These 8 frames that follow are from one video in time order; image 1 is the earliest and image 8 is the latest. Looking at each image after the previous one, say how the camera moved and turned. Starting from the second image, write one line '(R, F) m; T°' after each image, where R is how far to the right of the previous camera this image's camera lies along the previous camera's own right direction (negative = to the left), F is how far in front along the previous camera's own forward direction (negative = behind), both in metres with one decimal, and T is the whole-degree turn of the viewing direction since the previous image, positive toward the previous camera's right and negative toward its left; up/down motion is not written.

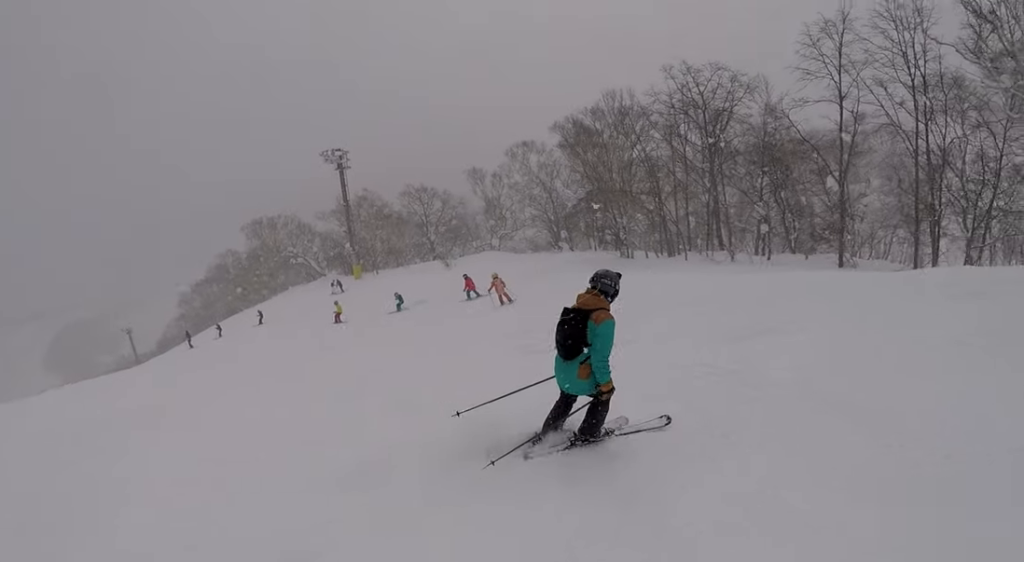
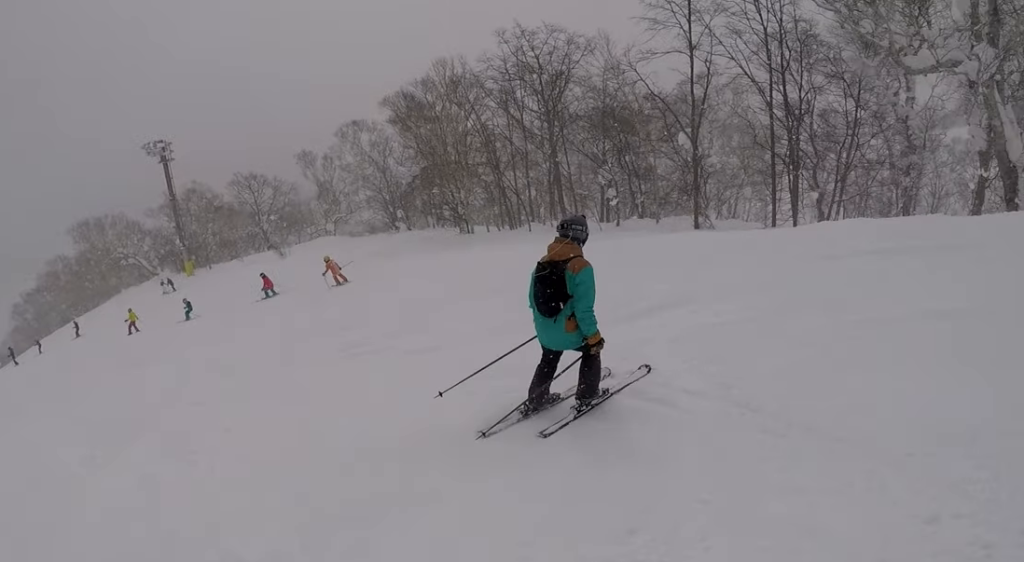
(+0.7, +2.1) m; +12°
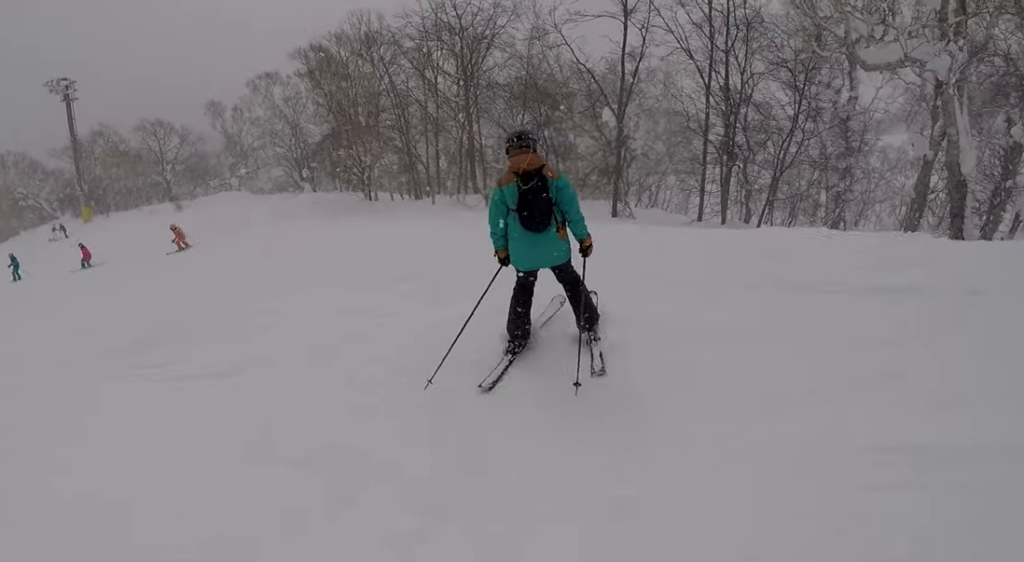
(+0.4, +2.8) m; +8°
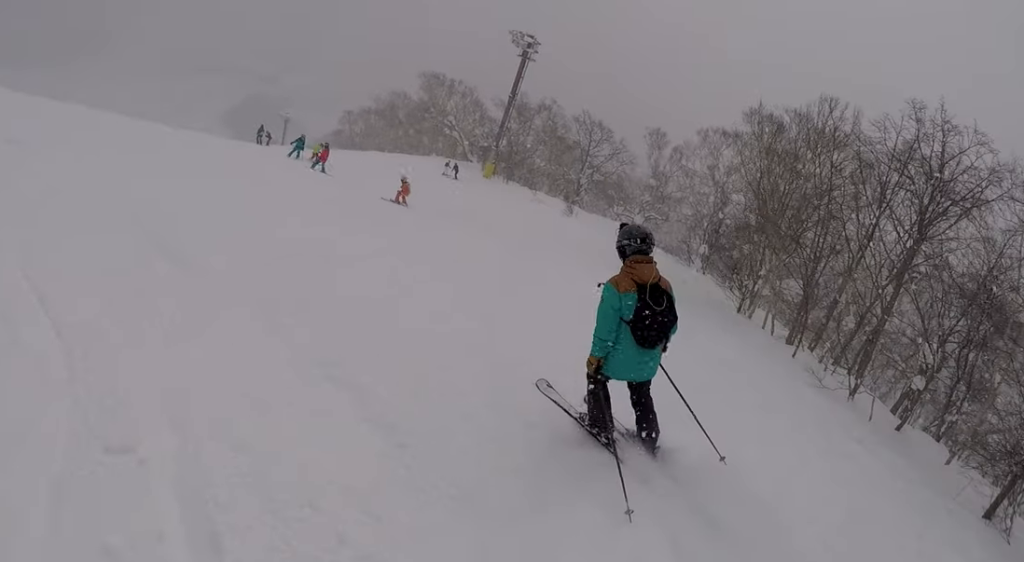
(0.0, +5.5) m; -16°
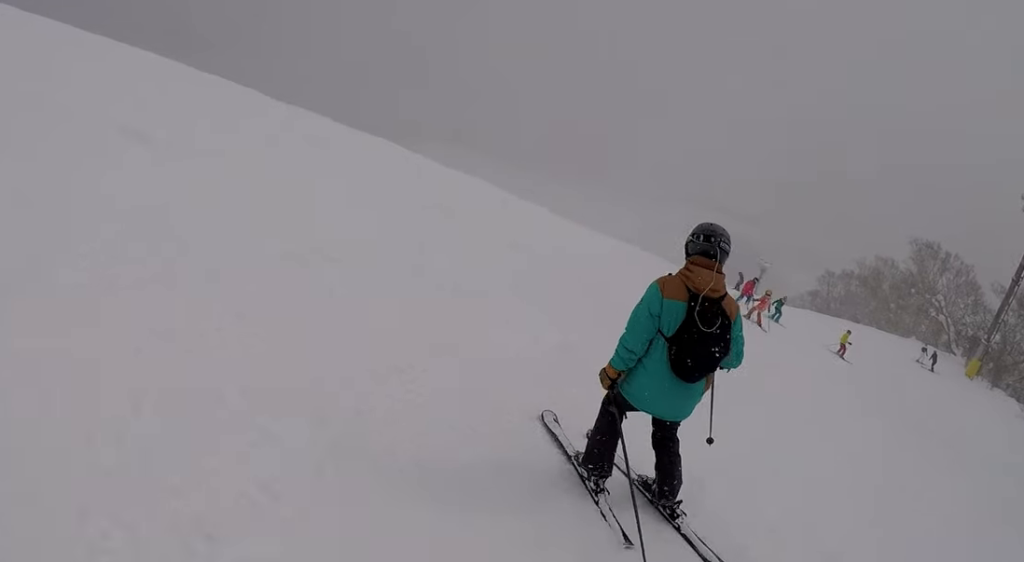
(-1.7, +4.2) m; -44°
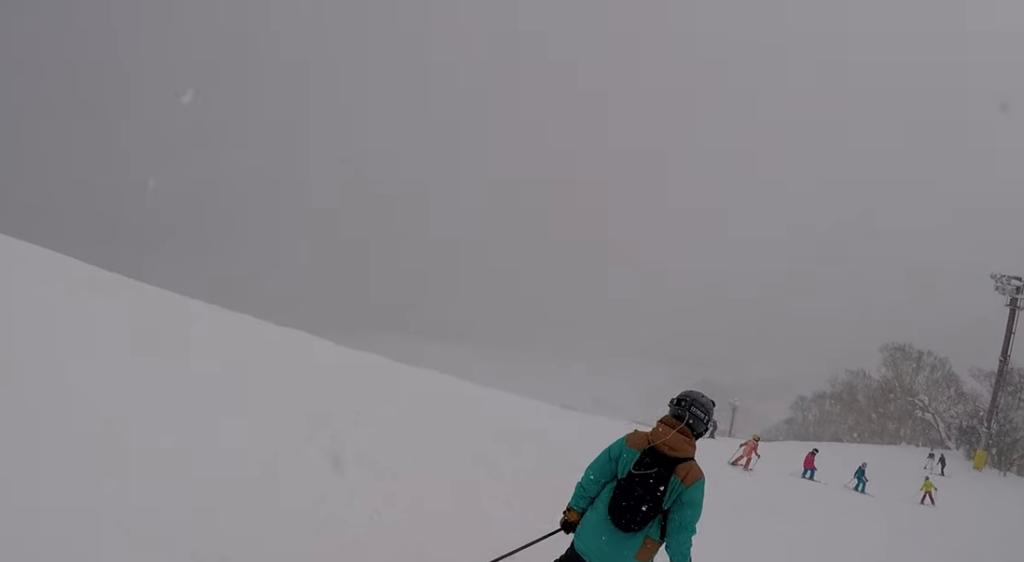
(-1.3, +4.0) m; -9°
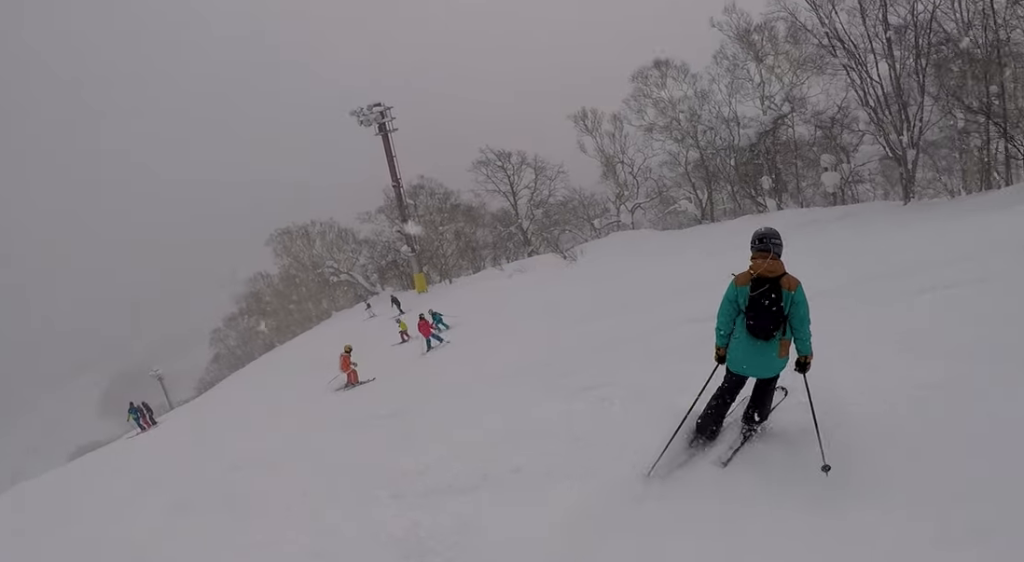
(+1.9, +6.7) m; +38°
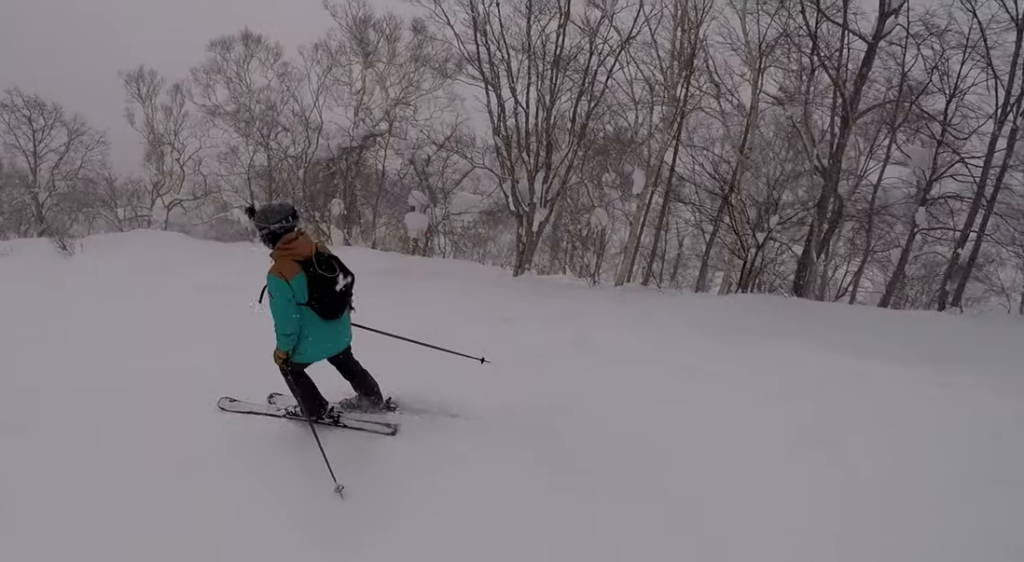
(+3.5, +8.2) m; +25°
